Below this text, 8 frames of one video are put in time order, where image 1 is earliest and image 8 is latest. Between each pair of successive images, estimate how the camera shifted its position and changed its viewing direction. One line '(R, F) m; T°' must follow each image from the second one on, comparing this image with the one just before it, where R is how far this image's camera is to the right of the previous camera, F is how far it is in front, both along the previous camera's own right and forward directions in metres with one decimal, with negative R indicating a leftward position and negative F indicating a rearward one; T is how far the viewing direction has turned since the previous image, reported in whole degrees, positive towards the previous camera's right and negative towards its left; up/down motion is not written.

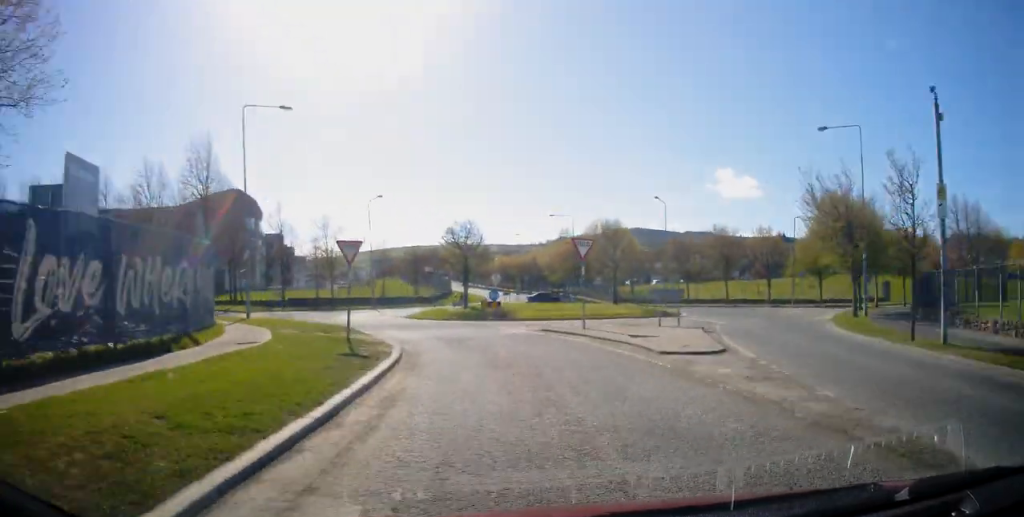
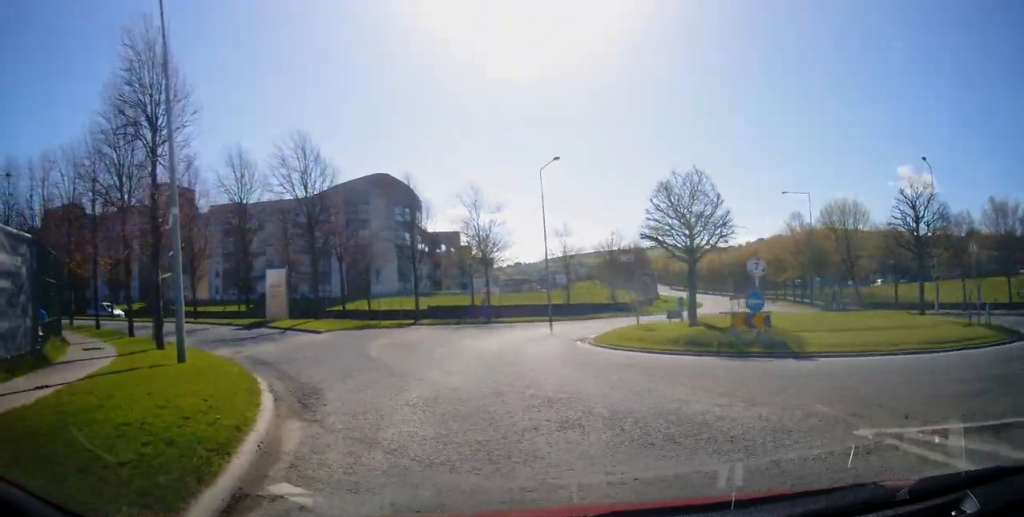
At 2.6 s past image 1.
(-1.7, +20.5) m; -20°
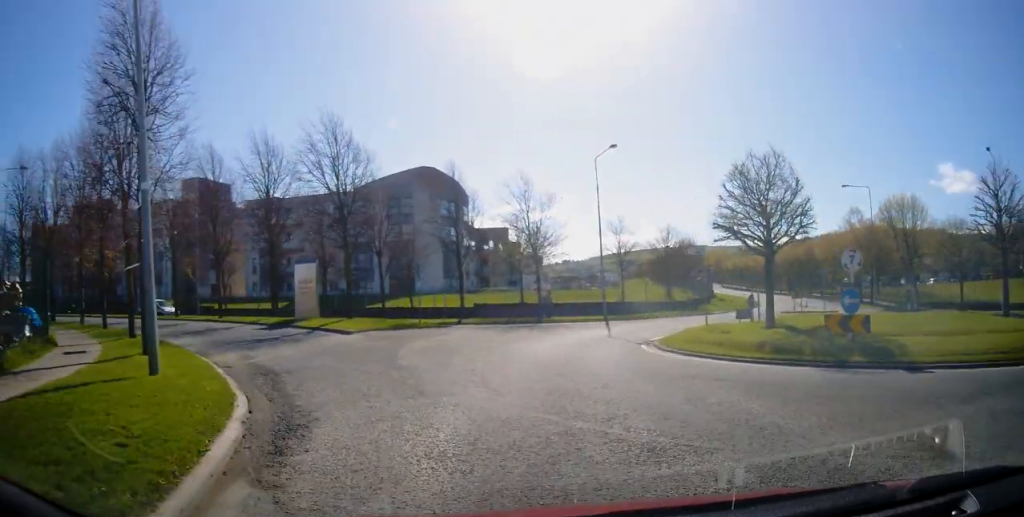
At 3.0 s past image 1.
(-0.3, +2.4) m; -6°
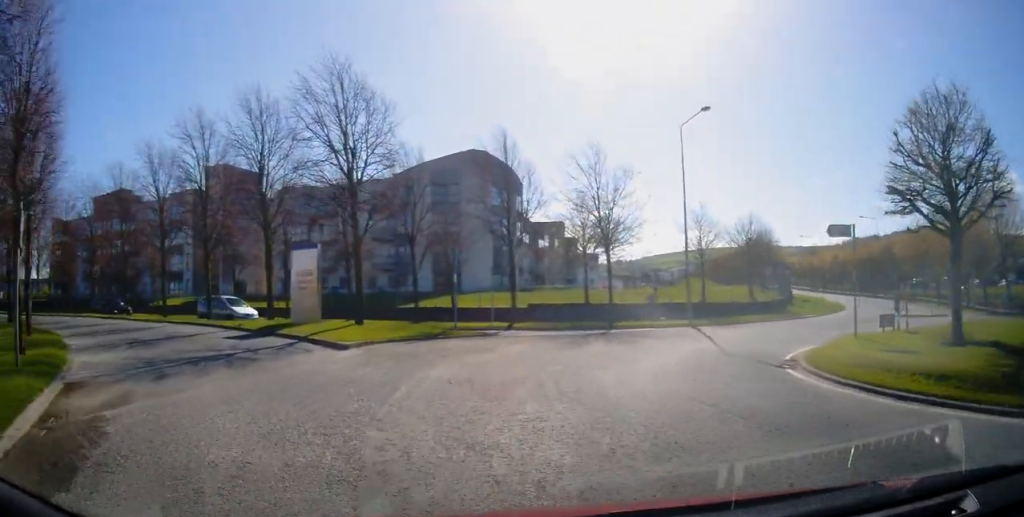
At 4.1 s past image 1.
(-0.2, +6.6) m; +3°
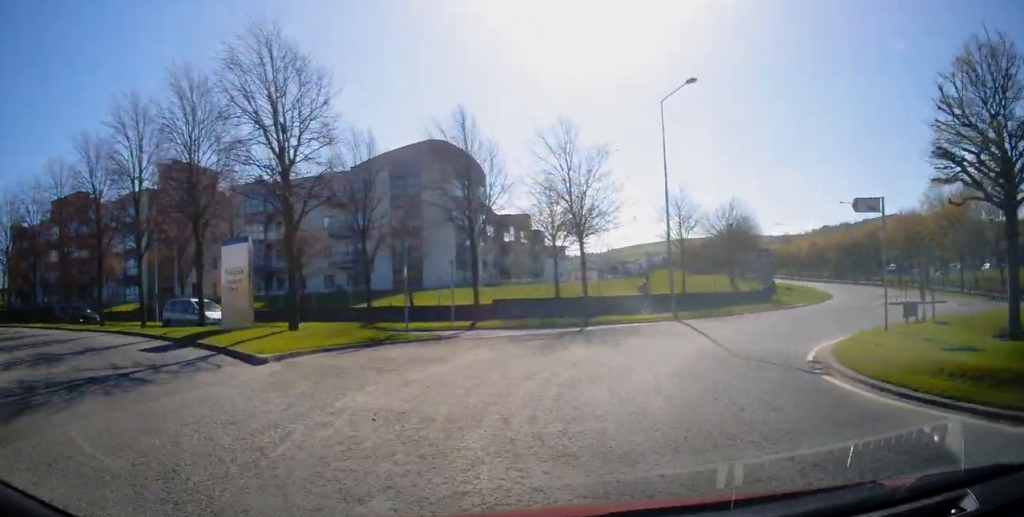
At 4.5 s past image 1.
(+0.2, +3.0) m; +4°
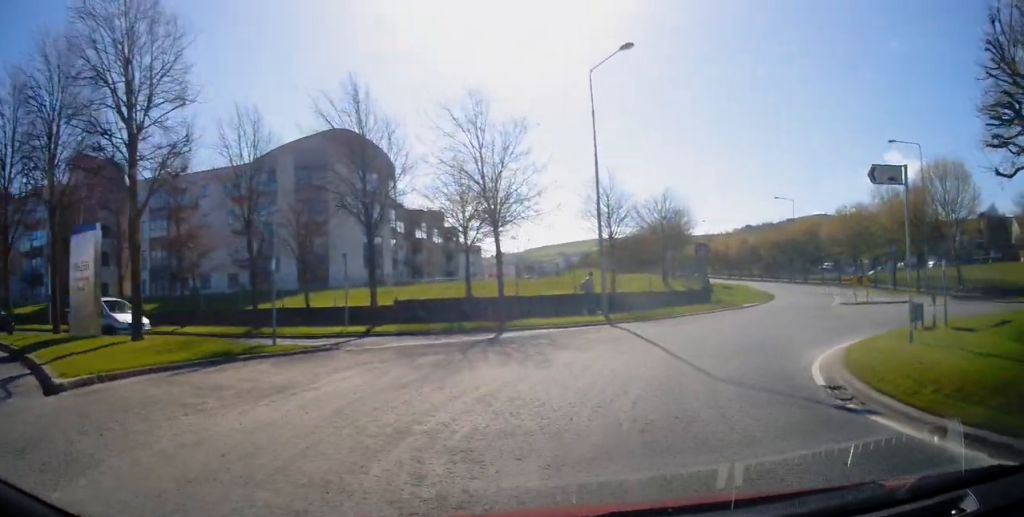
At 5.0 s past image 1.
(0.0, +3.8) m; +5°
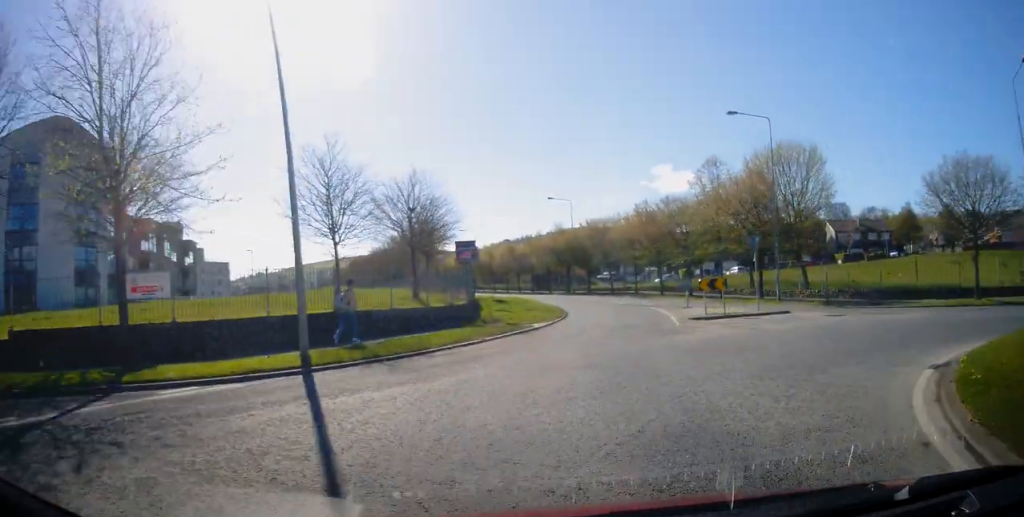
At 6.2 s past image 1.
(+1.3, +10.0) m; +17°
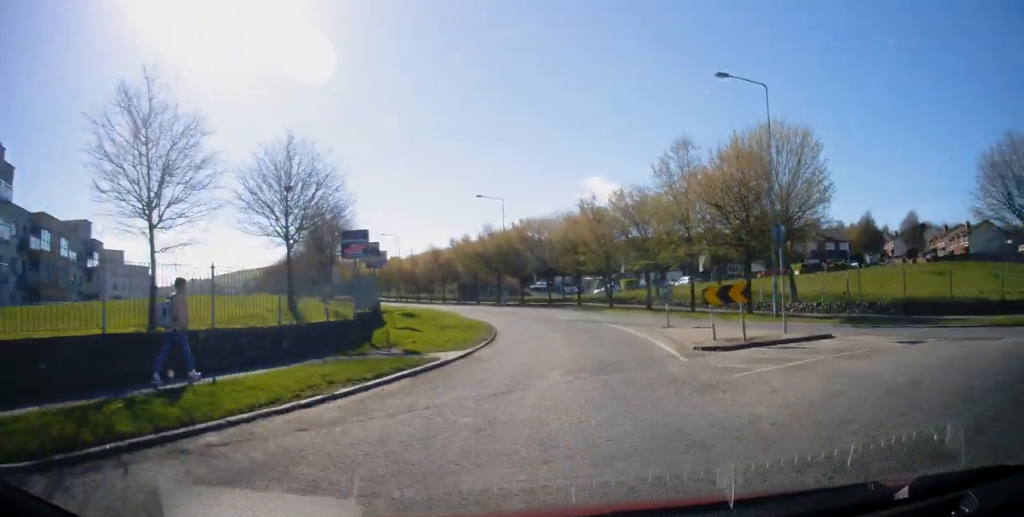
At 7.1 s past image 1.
(+1.0, +8.0) m; +10°
